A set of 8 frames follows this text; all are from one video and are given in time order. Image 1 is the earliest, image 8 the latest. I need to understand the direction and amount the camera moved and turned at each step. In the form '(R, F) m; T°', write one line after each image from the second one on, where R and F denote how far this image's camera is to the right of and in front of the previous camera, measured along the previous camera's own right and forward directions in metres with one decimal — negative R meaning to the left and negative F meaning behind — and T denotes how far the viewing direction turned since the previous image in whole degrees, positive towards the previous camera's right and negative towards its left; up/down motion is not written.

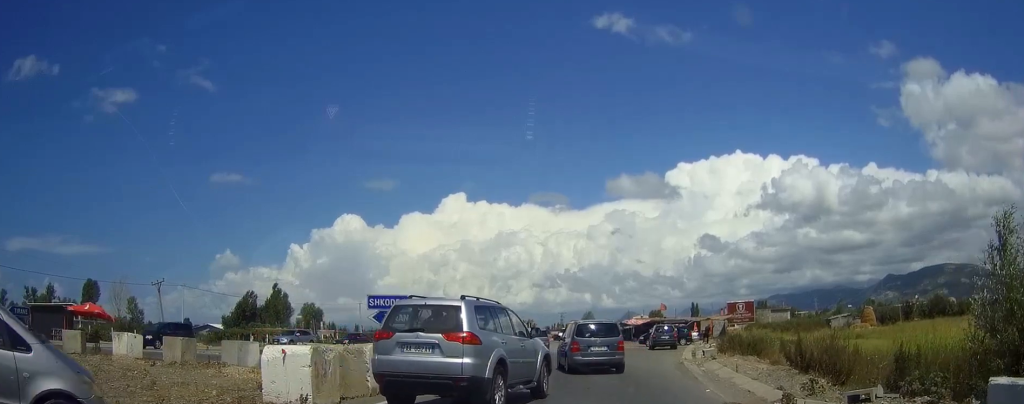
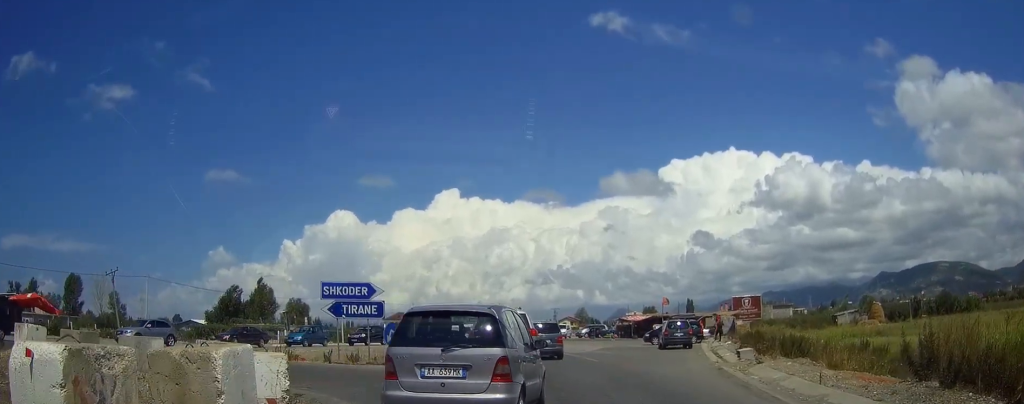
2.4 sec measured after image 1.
(0.0, +5.9) m; 0°
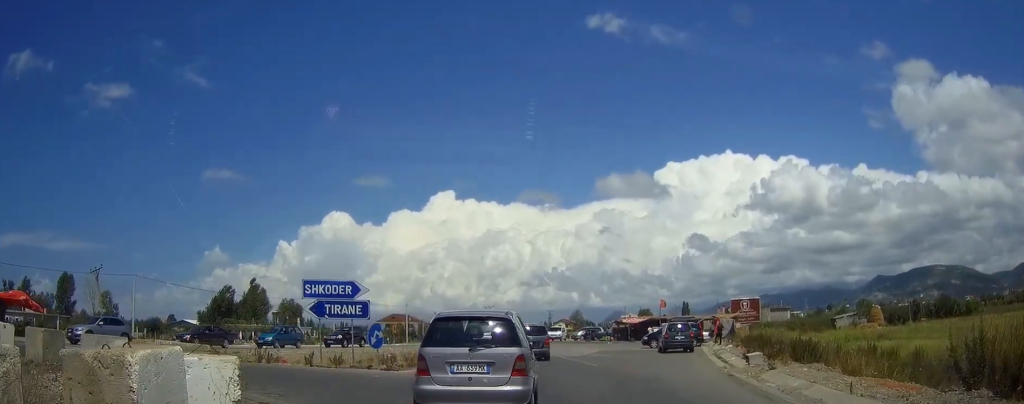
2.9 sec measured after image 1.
(0.0, +1.7) m; 0°
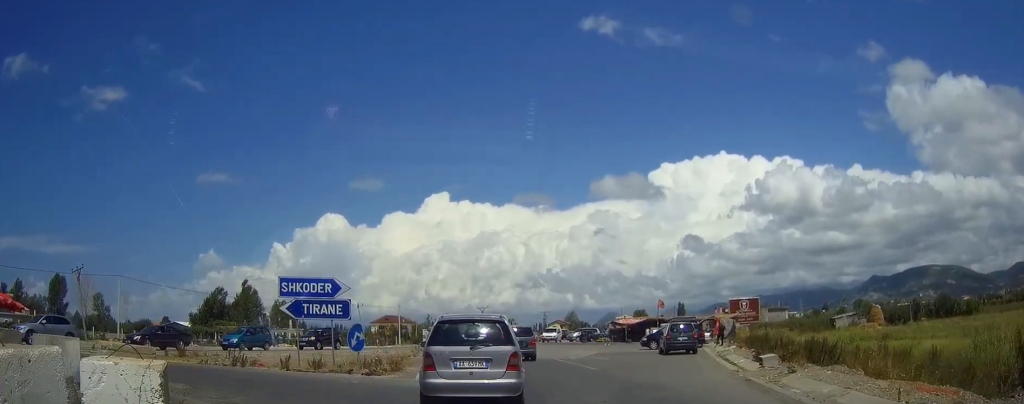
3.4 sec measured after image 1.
(0.0, +2.0) m; -1°
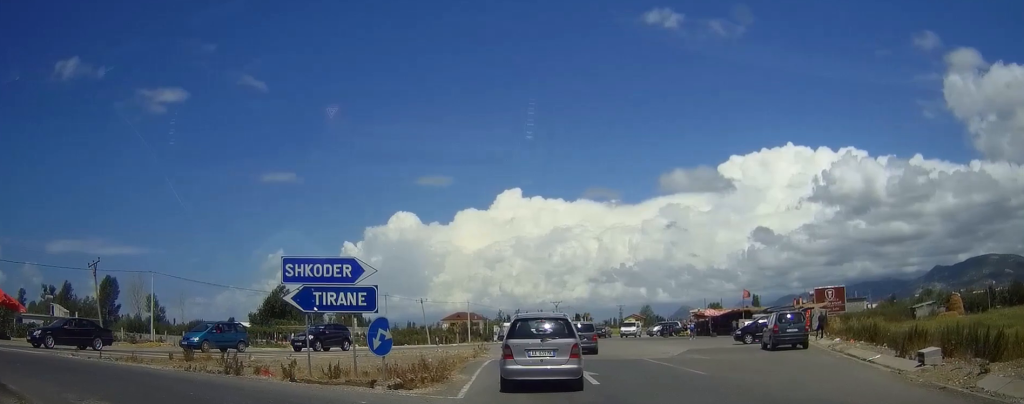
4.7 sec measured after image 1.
(-0.3, +6.2) m; -11°
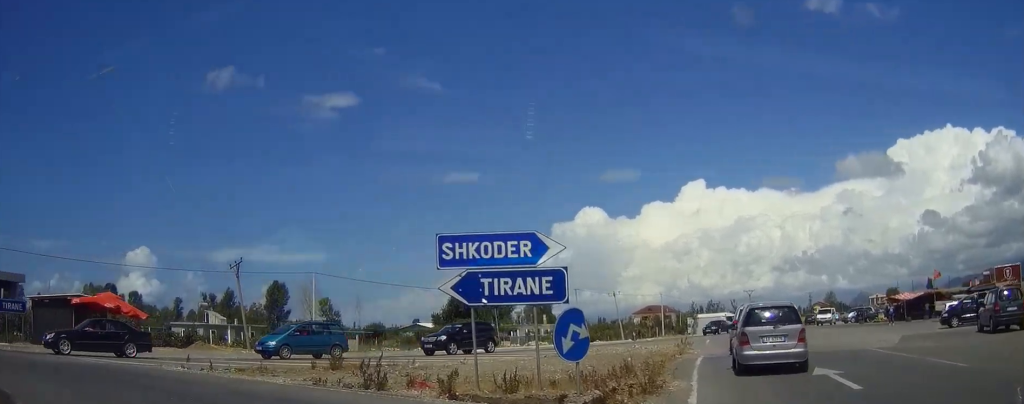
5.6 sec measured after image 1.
(-0.5, +4.4) m; -15°
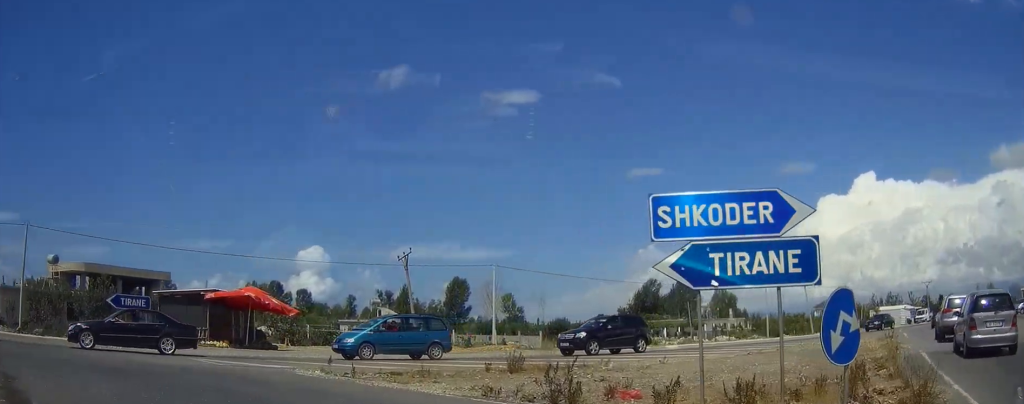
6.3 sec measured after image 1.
(-0.5, +3.5) m; -11°
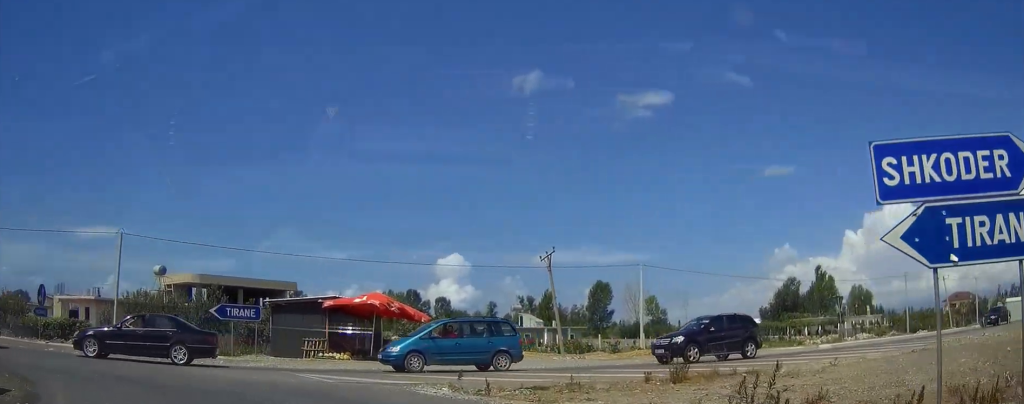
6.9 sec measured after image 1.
(-0.2, +2.9) m; -9°
